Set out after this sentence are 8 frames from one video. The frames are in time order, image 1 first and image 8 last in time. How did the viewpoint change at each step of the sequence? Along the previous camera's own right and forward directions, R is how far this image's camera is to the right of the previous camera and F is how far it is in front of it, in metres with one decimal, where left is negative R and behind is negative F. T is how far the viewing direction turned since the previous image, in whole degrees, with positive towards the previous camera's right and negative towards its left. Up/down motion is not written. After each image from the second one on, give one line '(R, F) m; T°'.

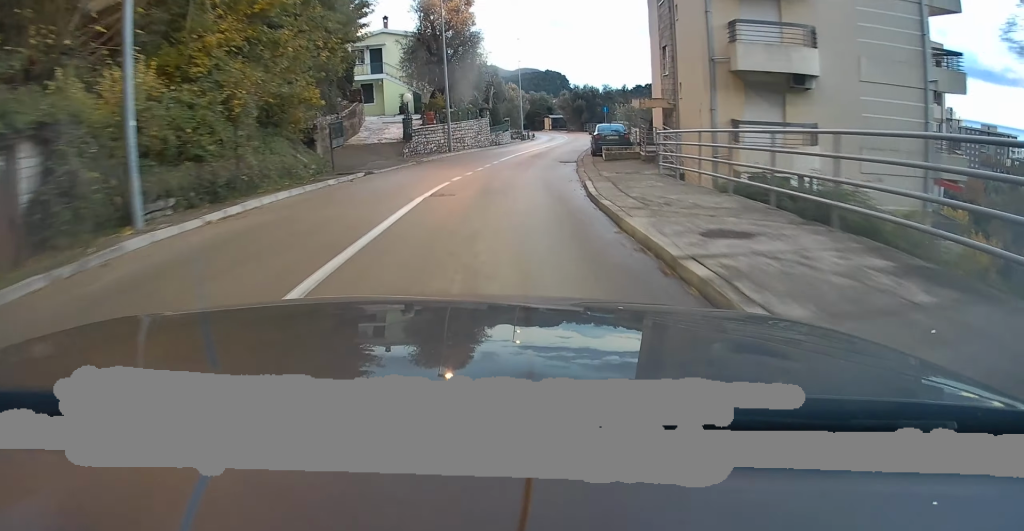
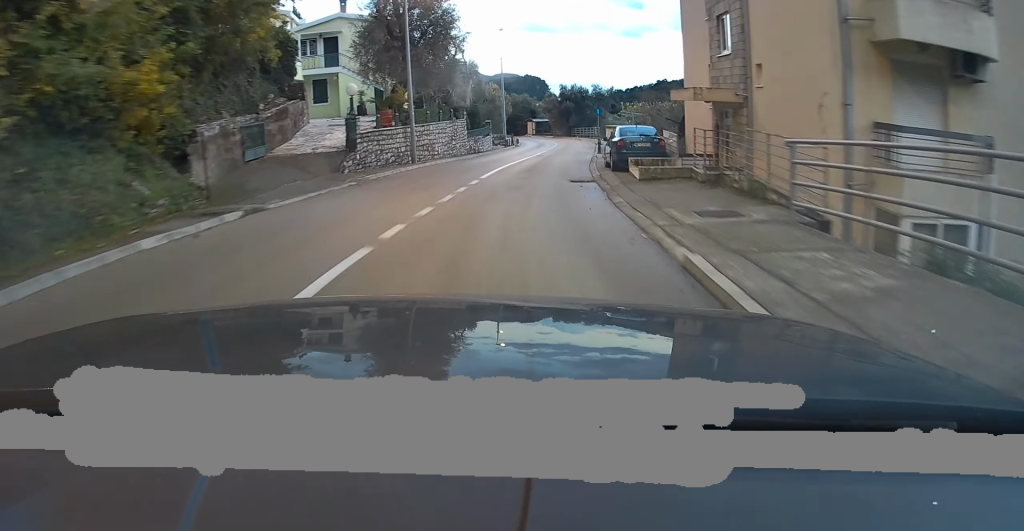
(+0.3, +8.1) m; +4°
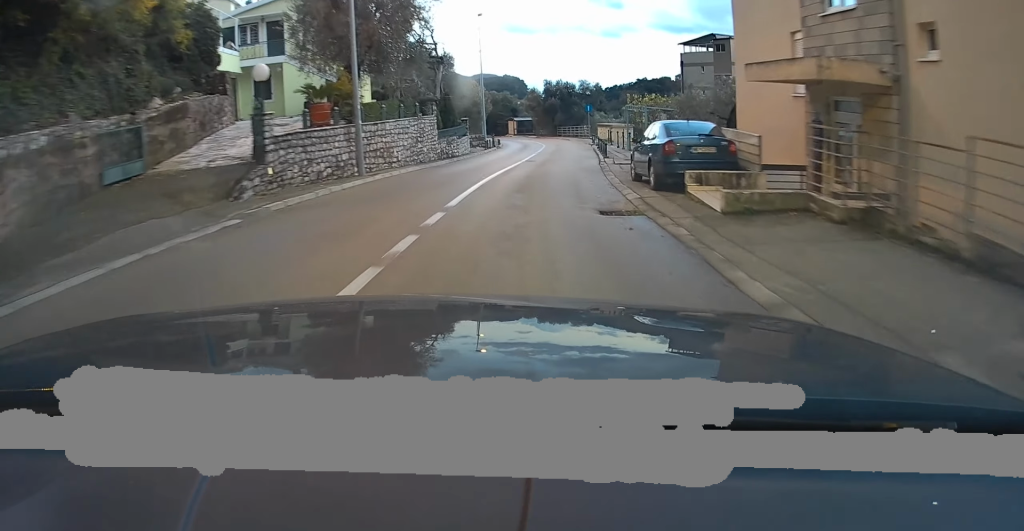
(+0.2, +7.0) m; +5°
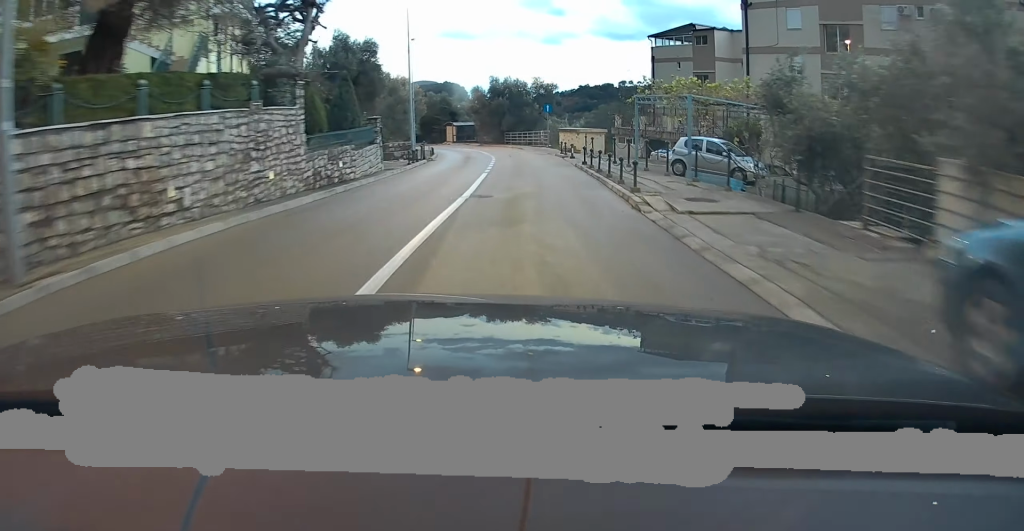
(+1.2, +12.9) m; +12°
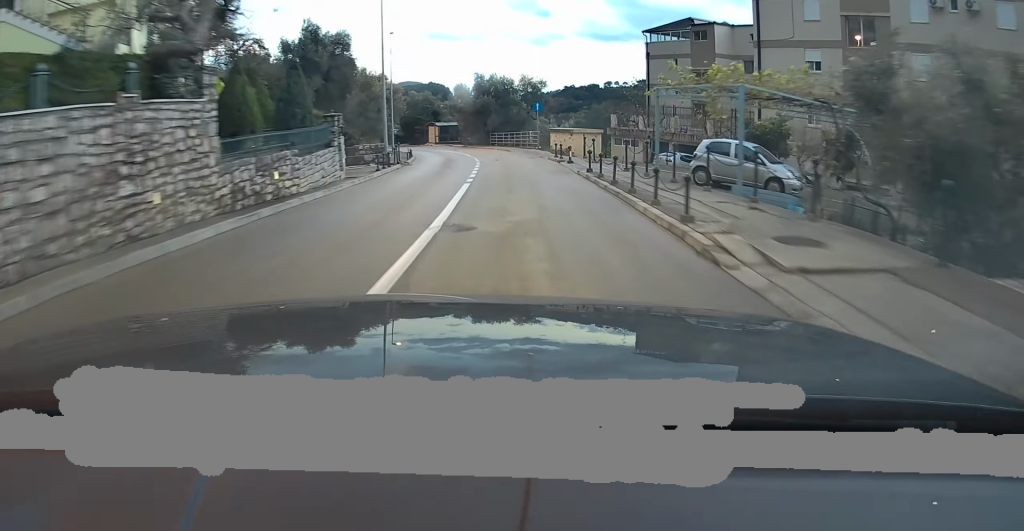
(+0.1, +4.3) m; +3°
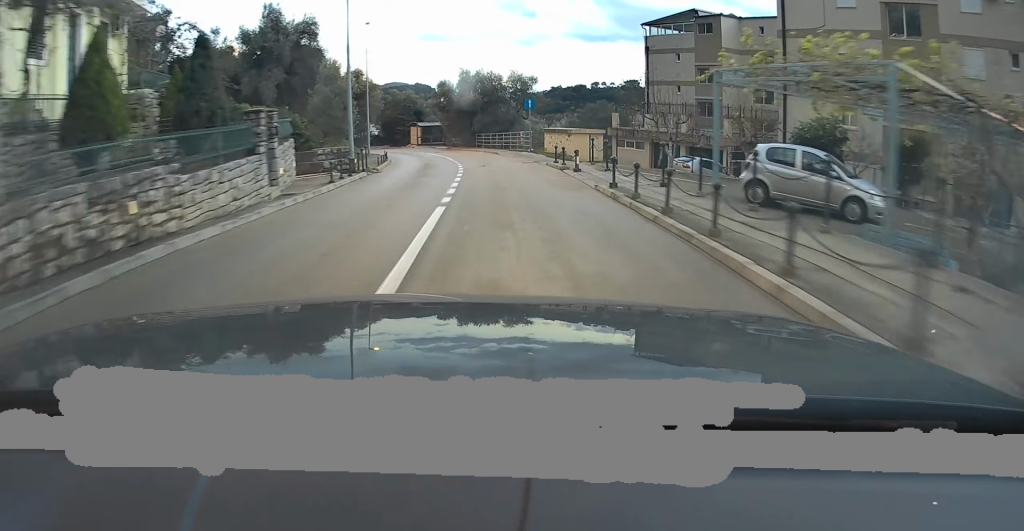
(+0.2, +5.4) m; +3°
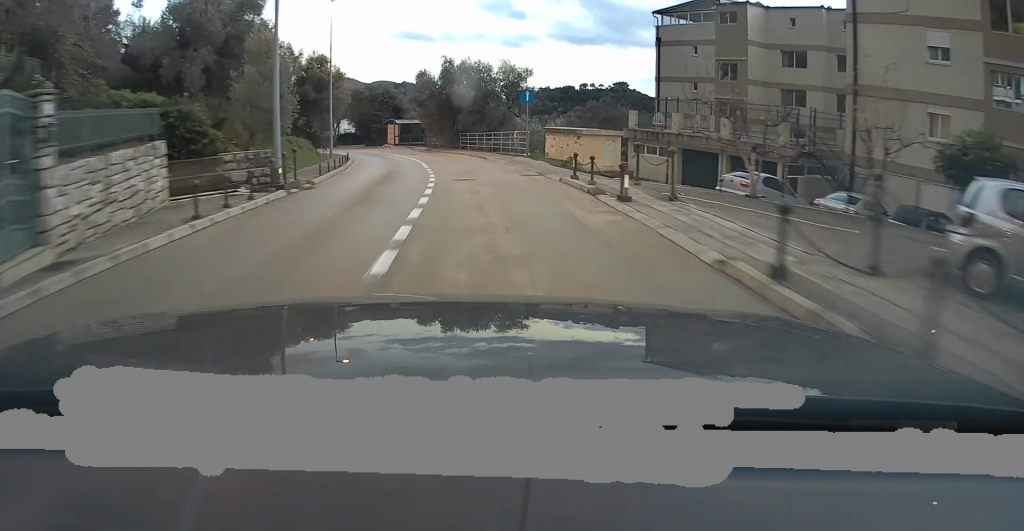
(+0.3, +8.6) m; +2°
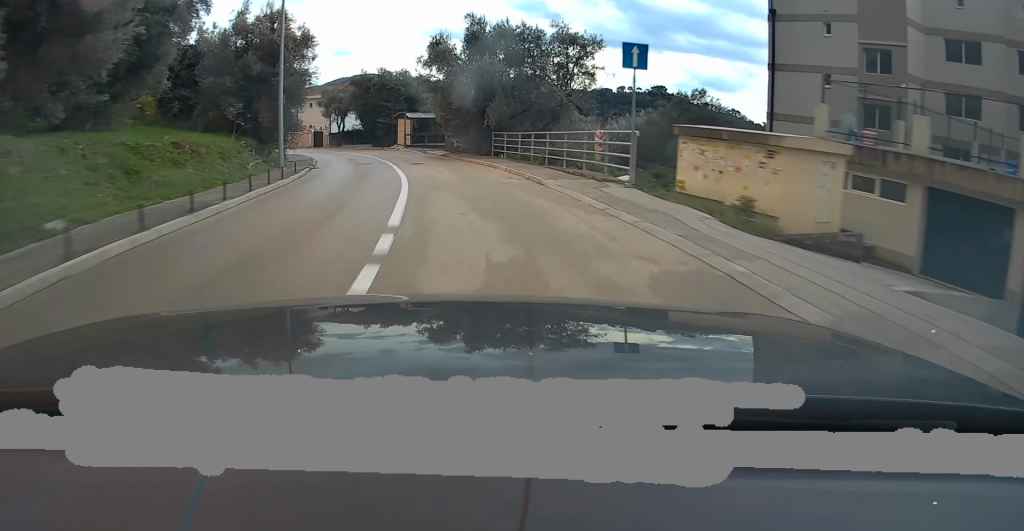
(-0.2, +17.7) m; -2°
